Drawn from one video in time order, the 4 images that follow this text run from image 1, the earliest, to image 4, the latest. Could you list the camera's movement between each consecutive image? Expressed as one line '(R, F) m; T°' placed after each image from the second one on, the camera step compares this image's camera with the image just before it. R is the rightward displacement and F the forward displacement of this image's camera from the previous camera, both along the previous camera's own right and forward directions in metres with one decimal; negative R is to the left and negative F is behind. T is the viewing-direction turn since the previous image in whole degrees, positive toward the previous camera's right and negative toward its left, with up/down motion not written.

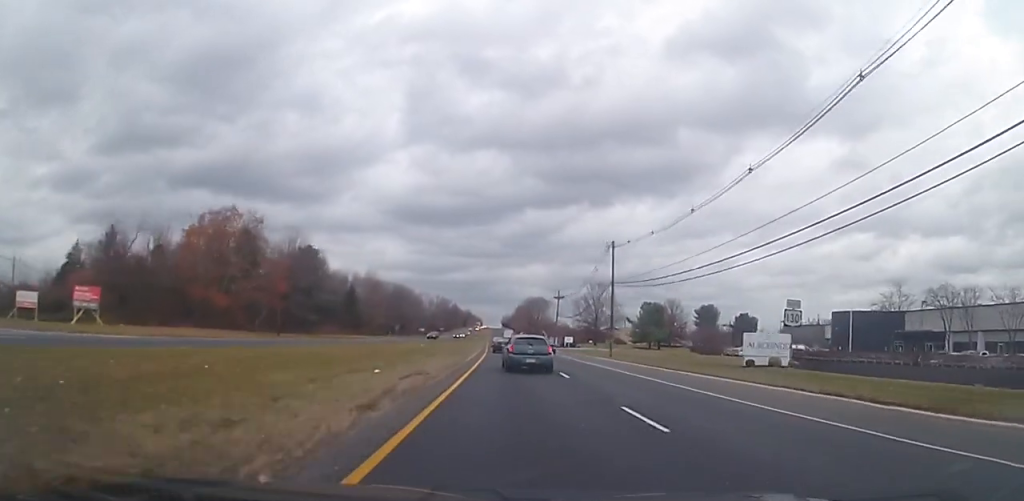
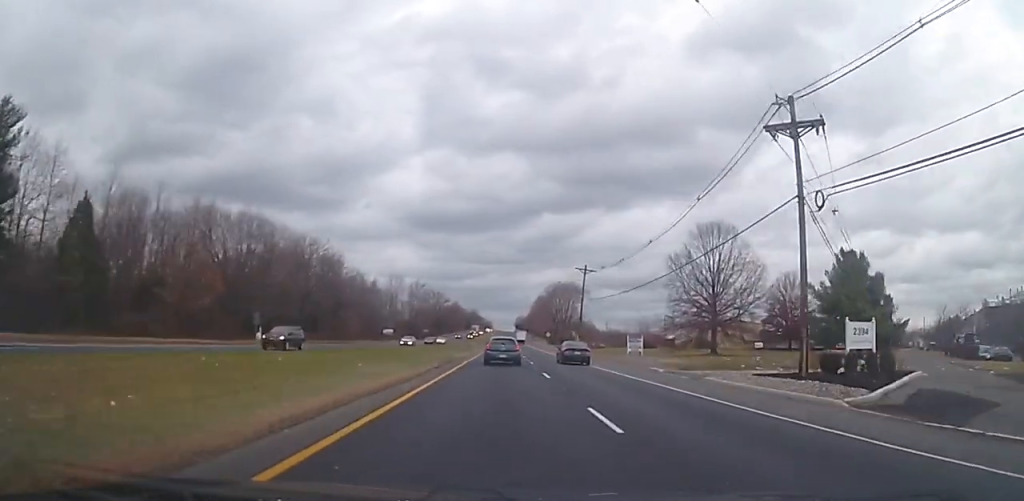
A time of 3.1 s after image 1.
(-1.5, +86.0) m; -2°
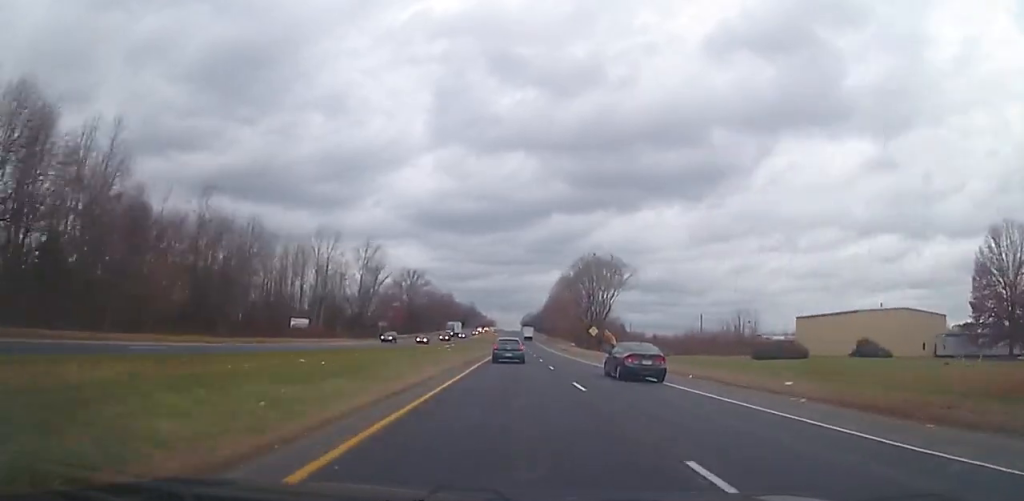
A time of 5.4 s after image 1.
(-0.8, +65.8) m; 0°
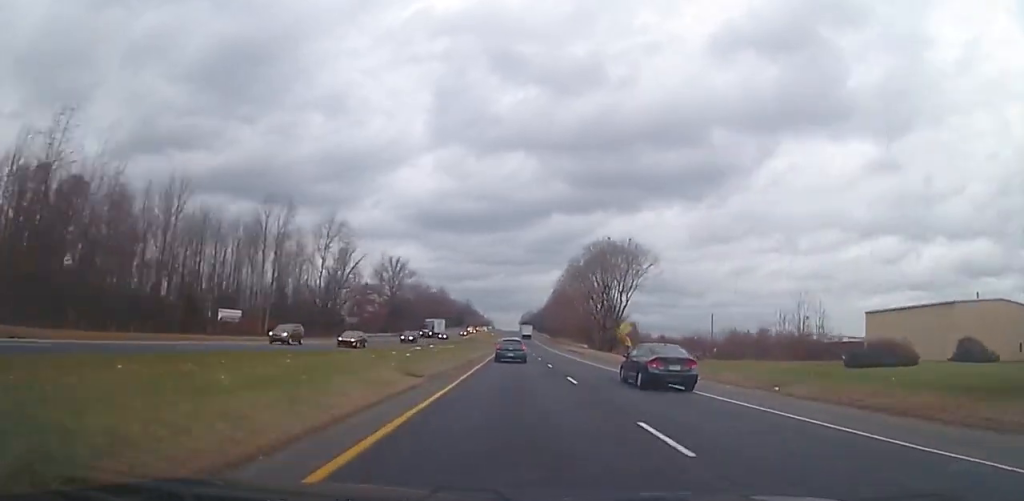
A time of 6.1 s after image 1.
(+0.4, +20.9) m; +1°
